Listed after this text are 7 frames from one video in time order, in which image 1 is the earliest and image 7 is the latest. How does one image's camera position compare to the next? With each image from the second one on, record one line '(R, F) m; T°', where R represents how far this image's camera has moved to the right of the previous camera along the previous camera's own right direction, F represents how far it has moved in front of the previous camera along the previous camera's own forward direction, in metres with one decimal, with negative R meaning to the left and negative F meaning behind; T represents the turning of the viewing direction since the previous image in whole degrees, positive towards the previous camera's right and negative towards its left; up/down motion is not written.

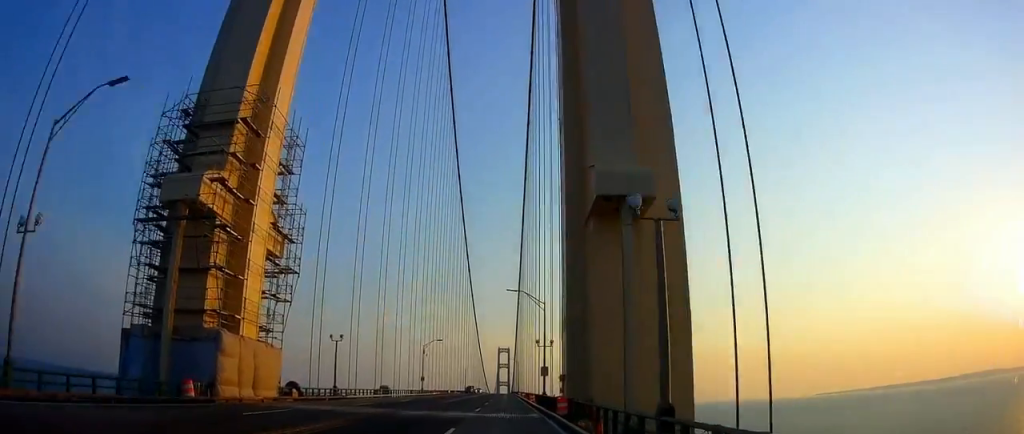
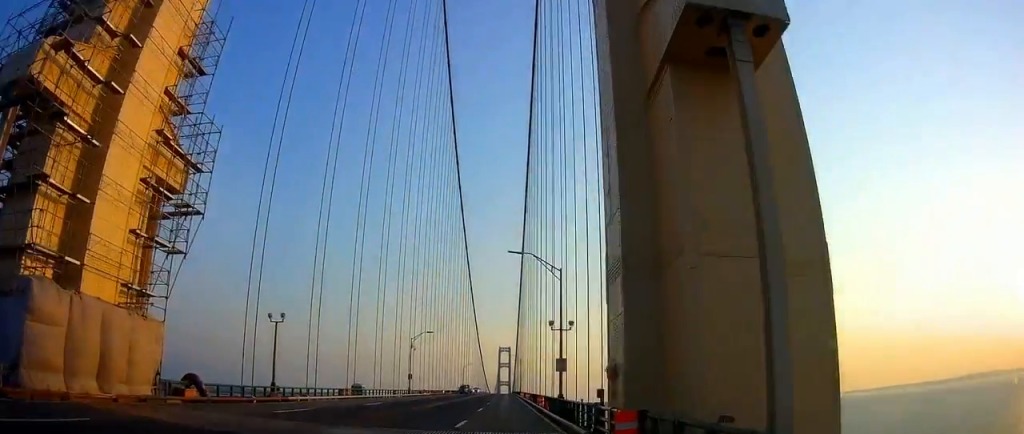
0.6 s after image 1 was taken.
(0.0, +12.9) m; -1°
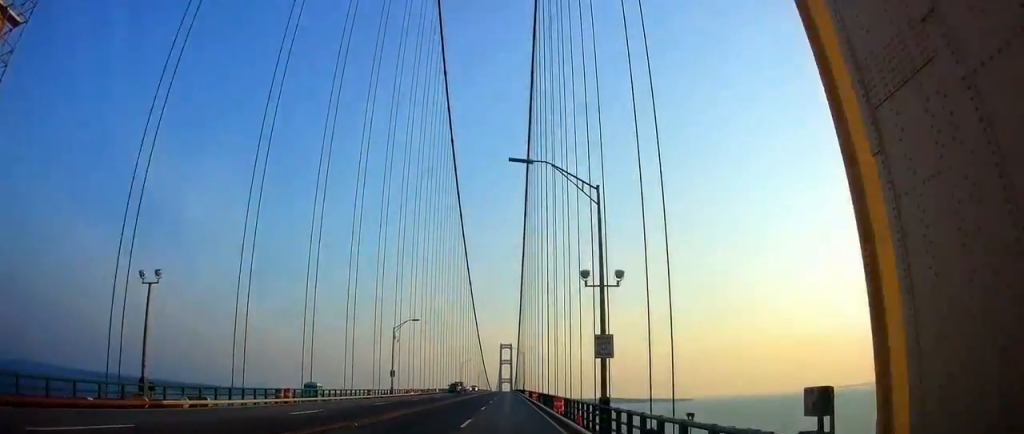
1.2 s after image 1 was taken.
(+0.1, +13.6) m; -1°
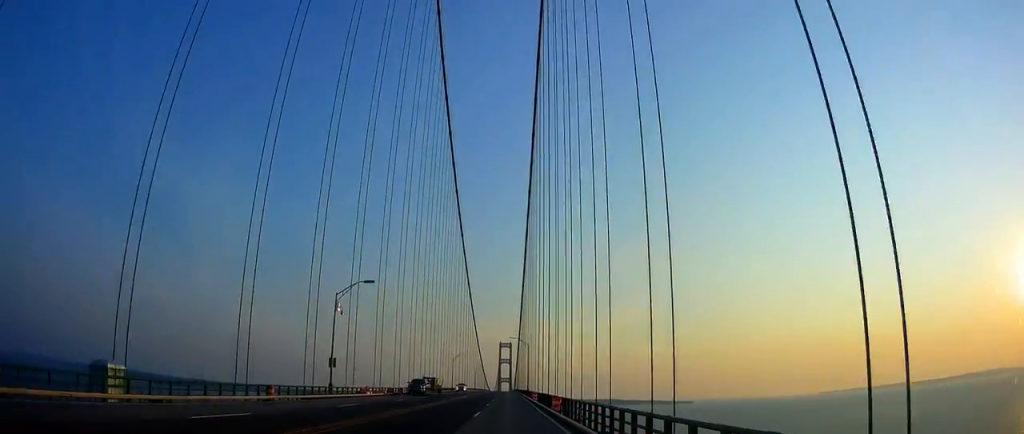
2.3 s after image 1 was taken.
(-0.5, +23.7) m; 0°
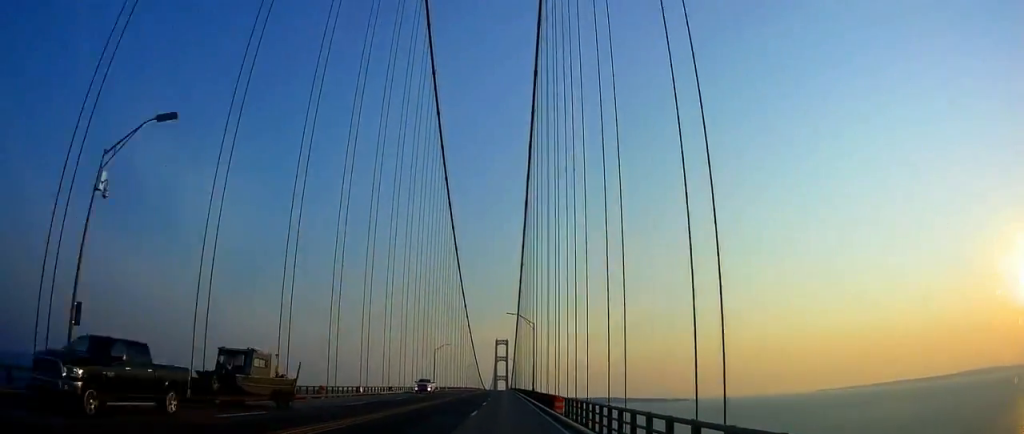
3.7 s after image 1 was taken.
(+0.7, +29.3) m; +1°
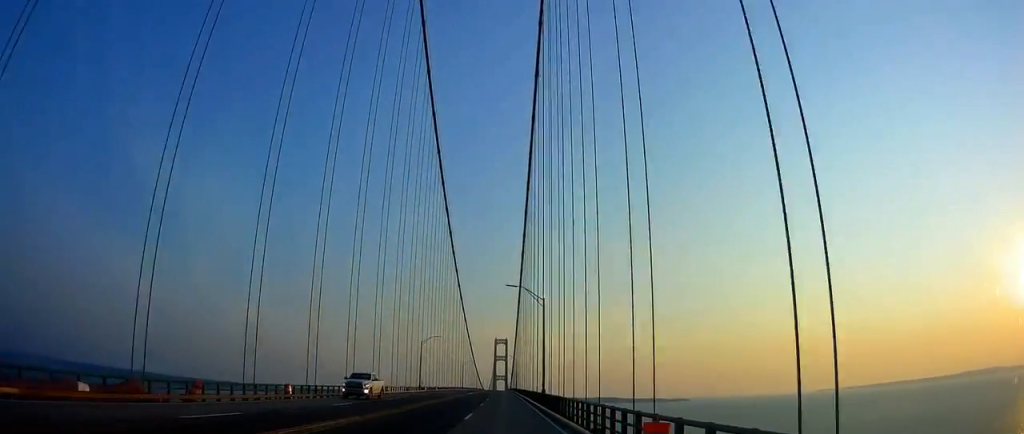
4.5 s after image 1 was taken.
(0.0, +18.2) m; 0°
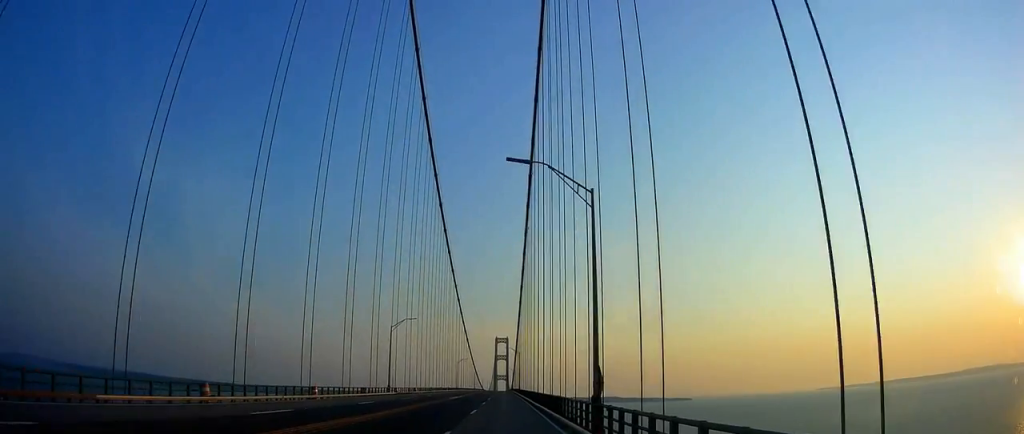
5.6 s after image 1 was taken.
(0.0, +27.7) m; 0°
